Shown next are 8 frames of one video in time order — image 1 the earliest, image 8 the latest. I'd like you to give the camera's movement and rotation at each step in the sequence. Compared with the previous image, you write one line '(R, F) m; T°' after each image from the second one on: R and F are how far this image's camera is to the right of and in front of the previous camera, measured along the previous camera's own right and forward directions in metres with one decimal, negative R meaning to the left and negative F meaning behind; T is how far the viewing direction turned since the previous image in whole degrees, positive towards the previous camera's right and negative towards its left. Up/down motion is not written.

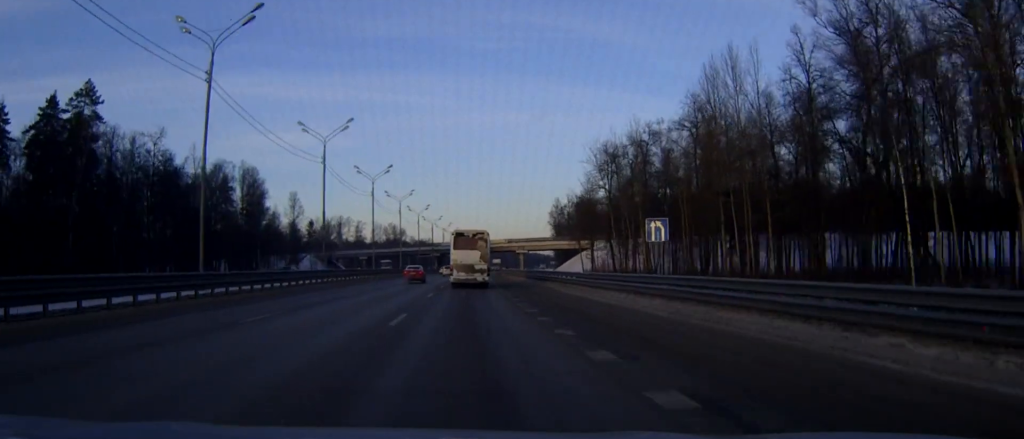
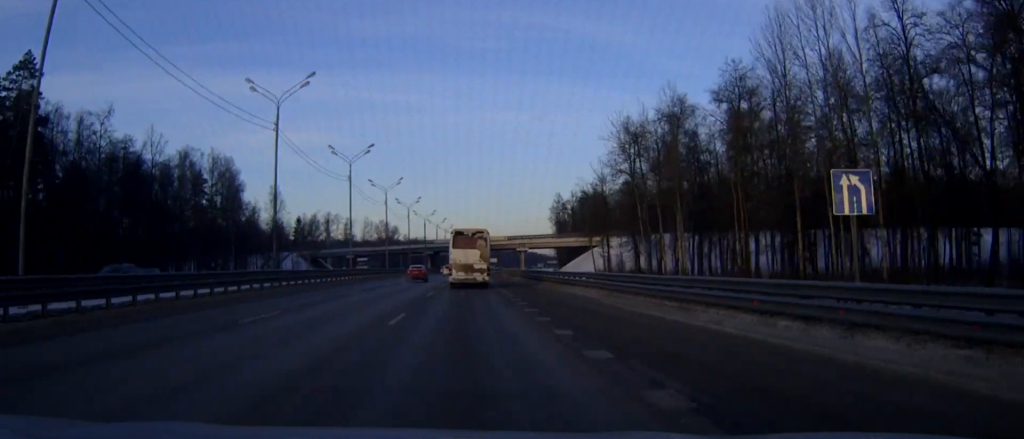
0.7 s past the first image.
(+0.1, +15.9) m; 0°
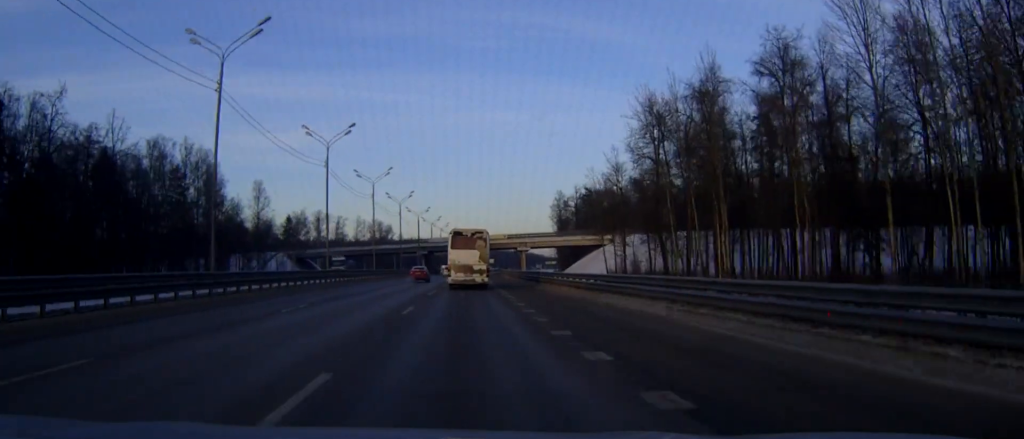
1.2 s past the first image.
(0.0, +12.0) m; 0°
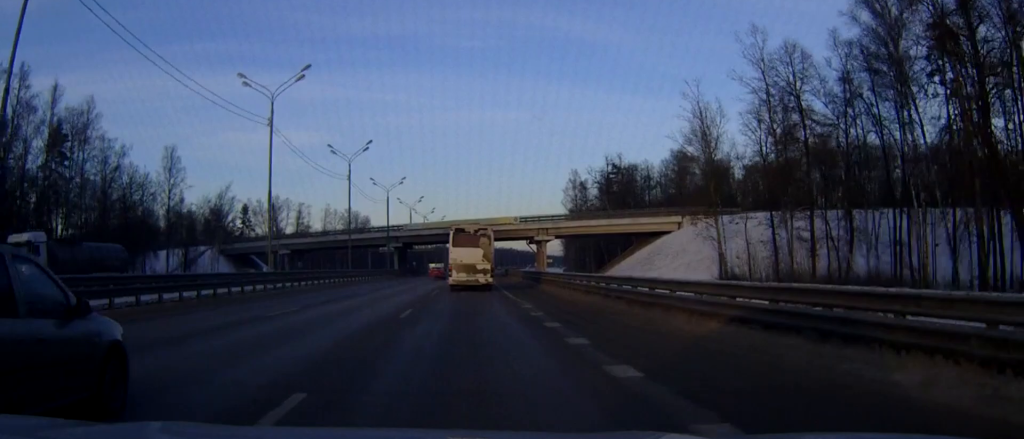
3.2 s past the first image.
(+0.3, +49.6) m; 0°
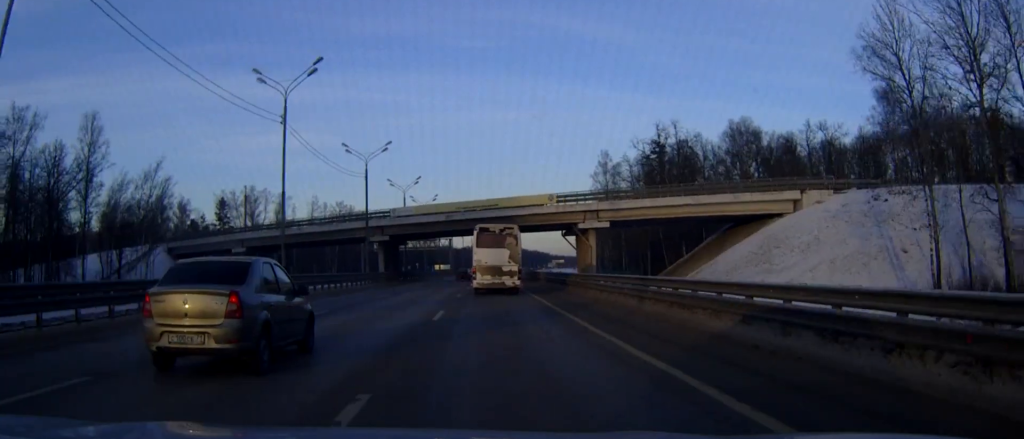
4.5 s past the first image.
(0.0, +31.6) m; 0°
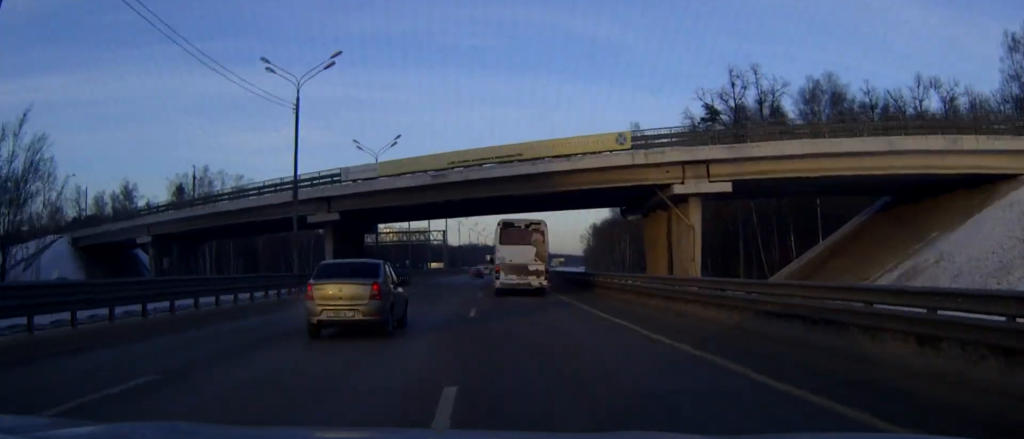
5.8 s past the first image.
(0.0, +31.4) m; 0°
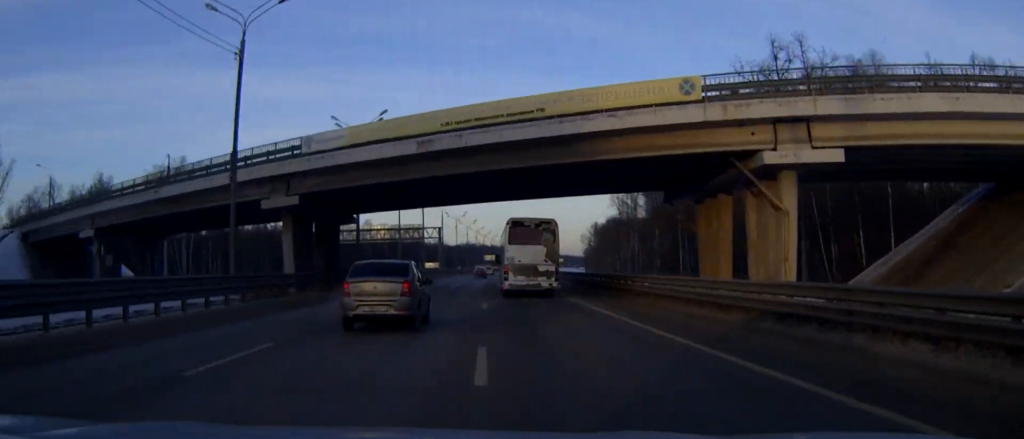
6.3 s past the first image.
(0.0, +11.8) m; 0°
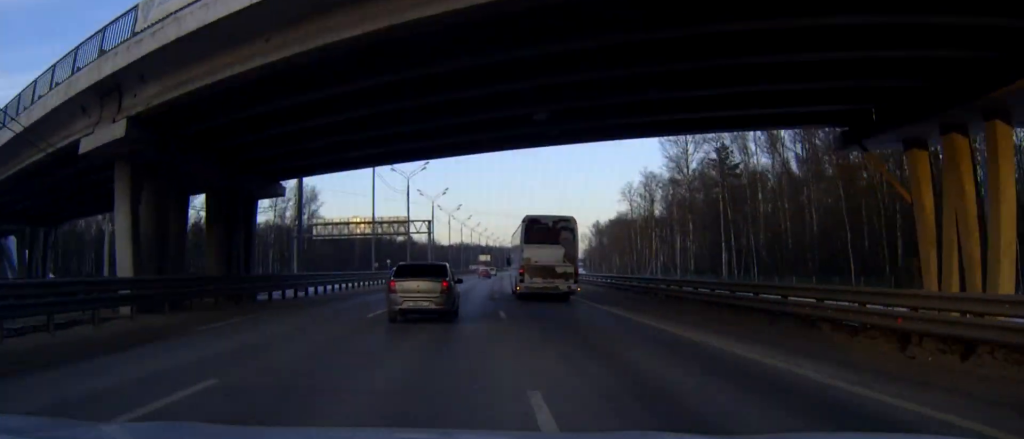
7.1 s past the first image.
(0.0, +20.5) m; +1°
